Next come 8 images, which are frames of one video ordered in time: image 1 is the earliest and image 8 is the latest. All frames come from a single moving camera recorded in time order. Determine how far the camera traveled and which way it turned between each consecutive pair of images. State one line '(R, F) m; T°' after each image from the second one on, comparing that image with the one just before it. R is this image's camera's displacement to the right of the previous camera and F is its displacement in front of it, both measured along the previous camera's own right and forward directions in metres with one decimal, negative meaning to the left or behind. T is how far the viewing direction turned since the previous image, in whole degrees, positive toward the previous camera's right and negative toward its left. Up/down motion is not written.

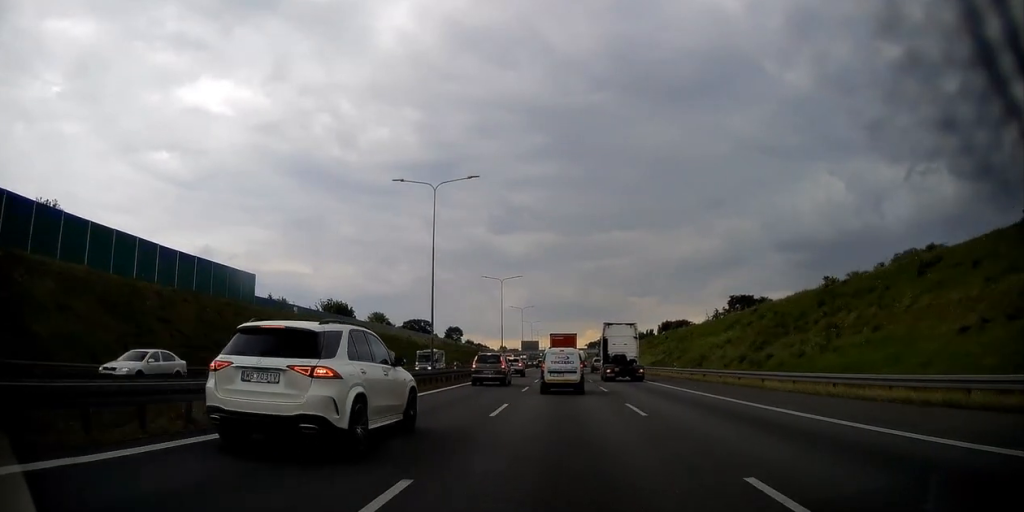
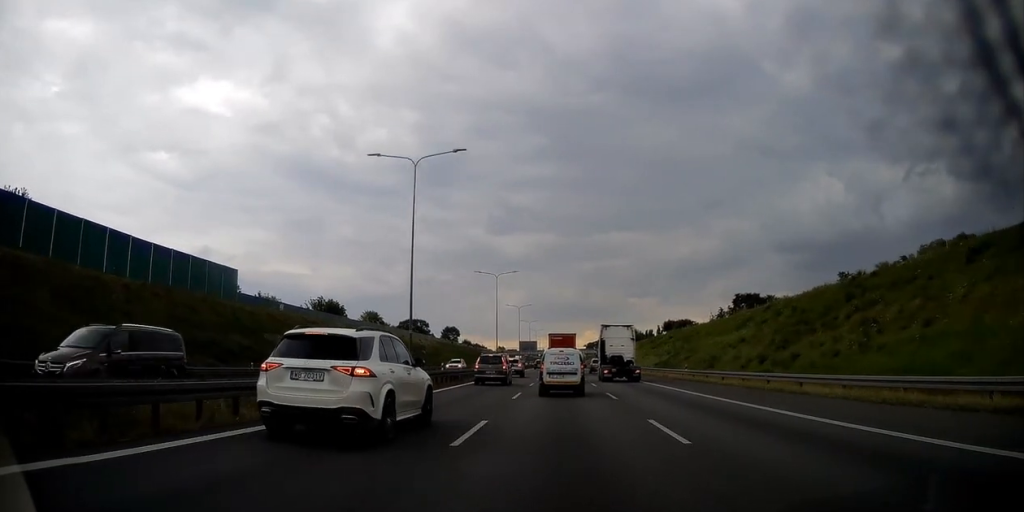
(+0.2, +4.9) m; 0°
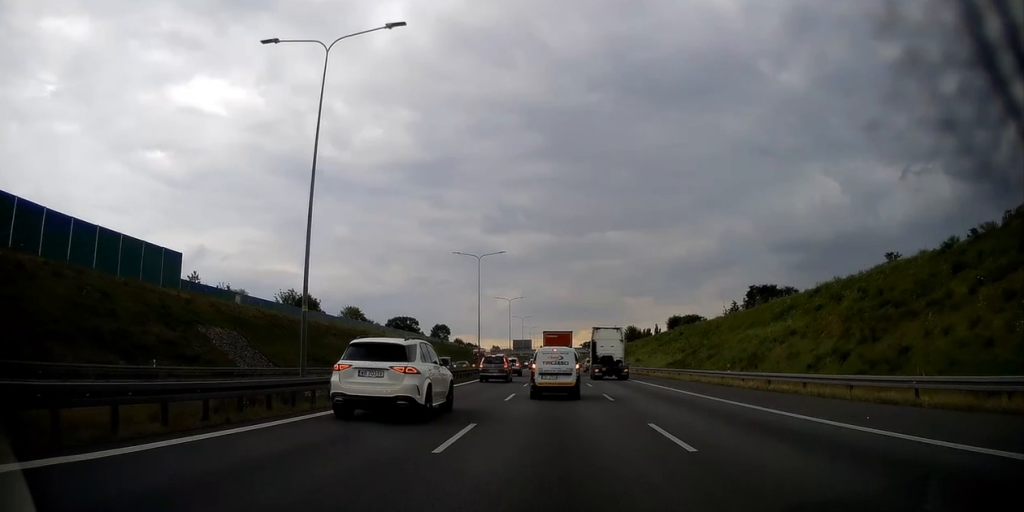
(-0.4, +12.3) m; -2°
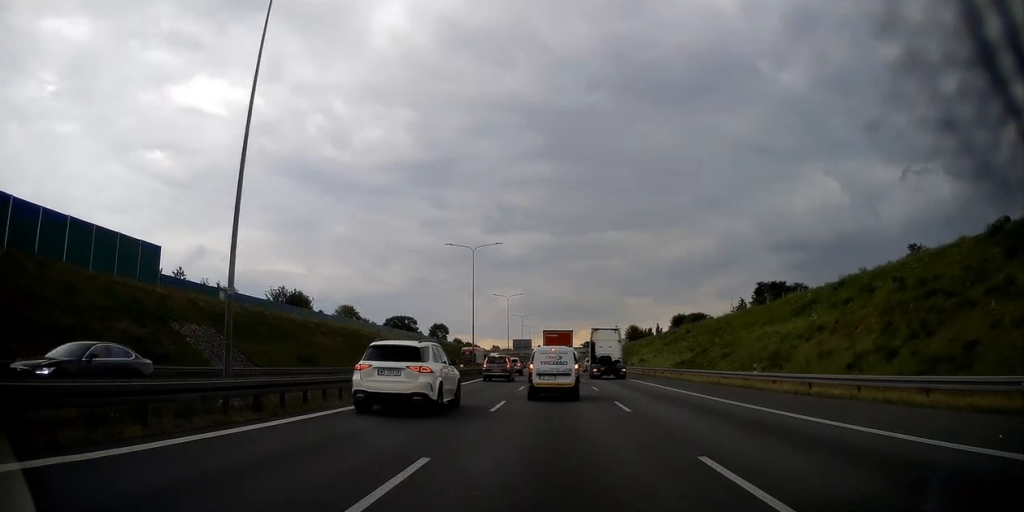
(0.0, +4.3) m; 0°
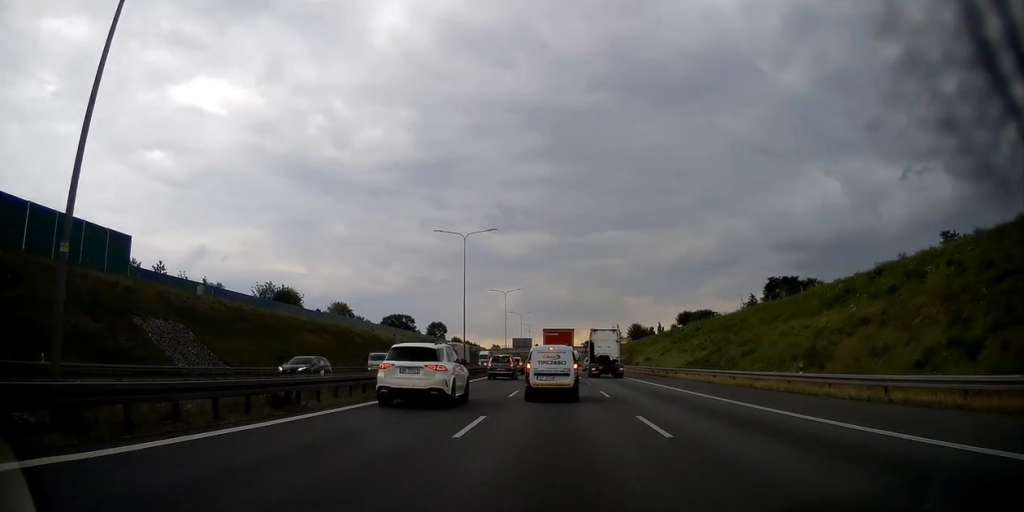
(0.0, +5.4) m; 0°
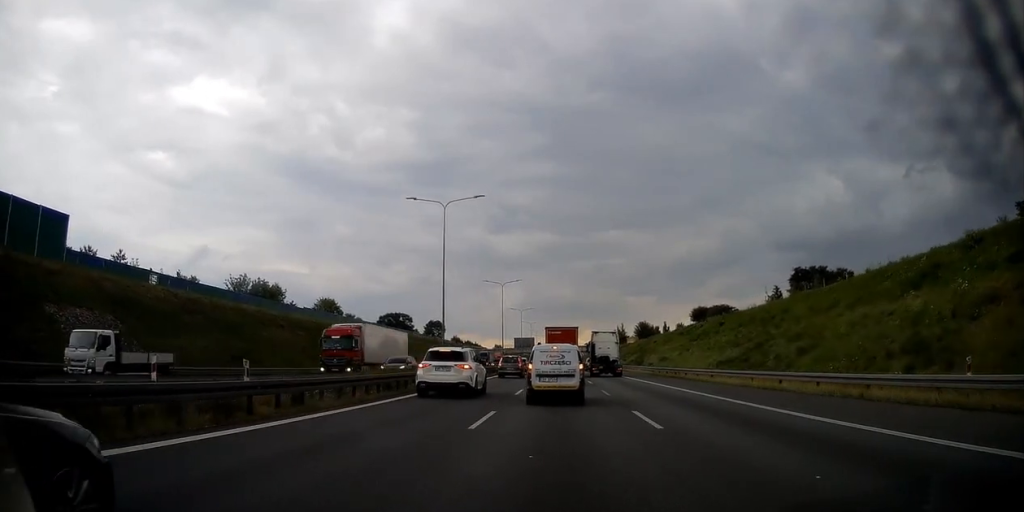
(0.0, +10.2) m; +1°
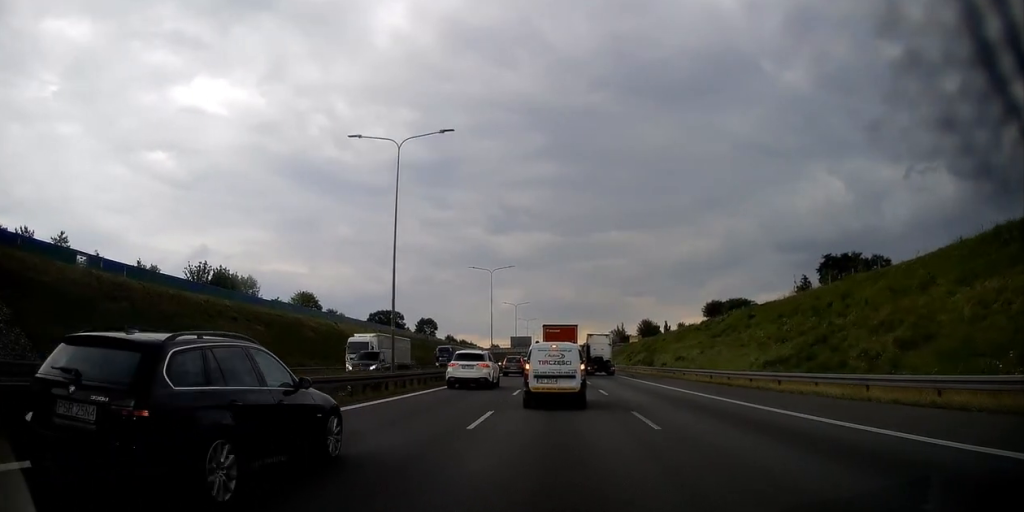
(+0.1, +11.5) m; +1°
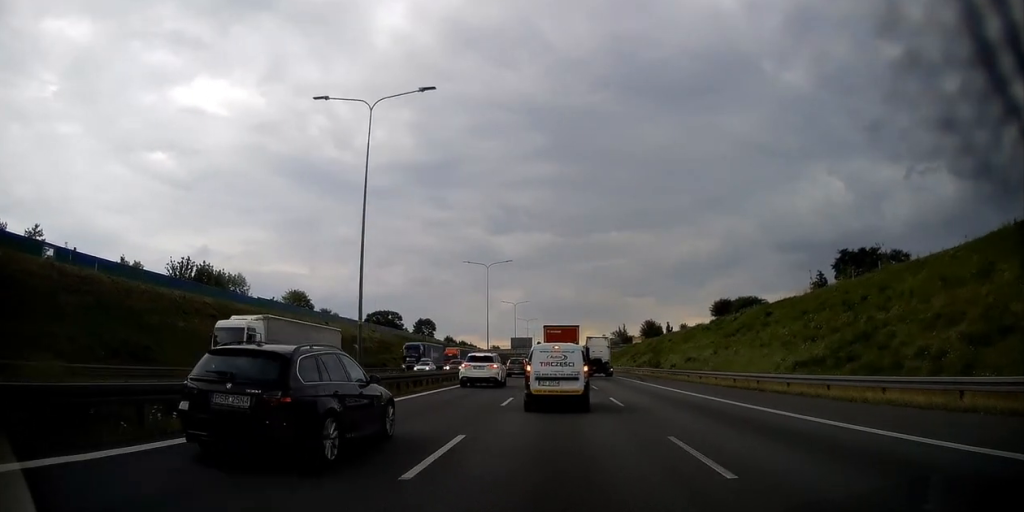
(0.0, +4.9) m; 0°
